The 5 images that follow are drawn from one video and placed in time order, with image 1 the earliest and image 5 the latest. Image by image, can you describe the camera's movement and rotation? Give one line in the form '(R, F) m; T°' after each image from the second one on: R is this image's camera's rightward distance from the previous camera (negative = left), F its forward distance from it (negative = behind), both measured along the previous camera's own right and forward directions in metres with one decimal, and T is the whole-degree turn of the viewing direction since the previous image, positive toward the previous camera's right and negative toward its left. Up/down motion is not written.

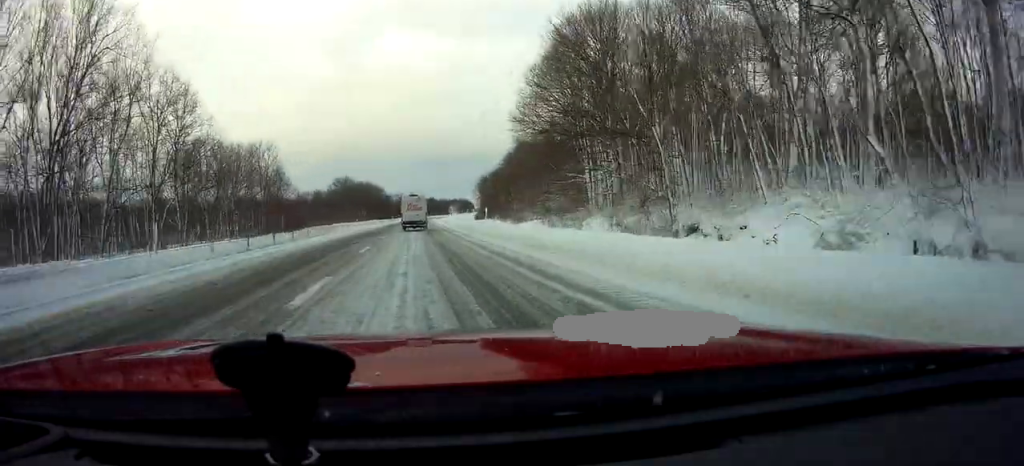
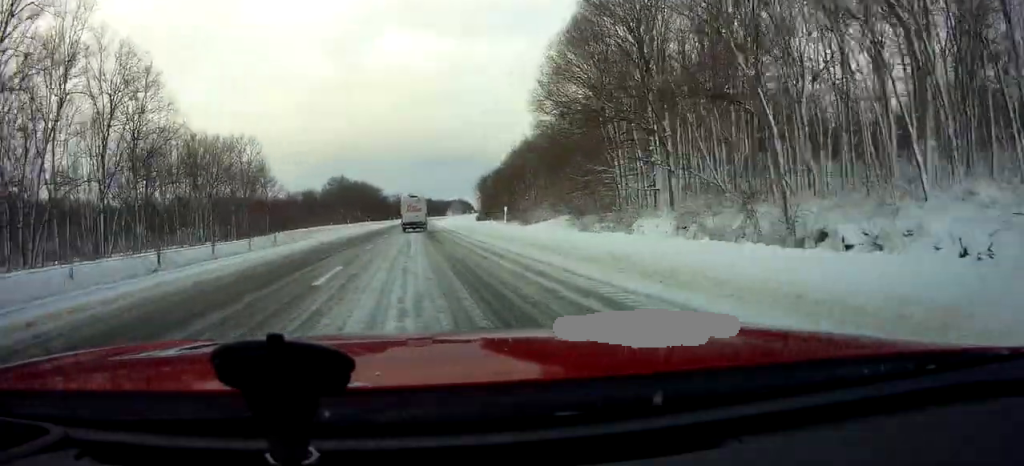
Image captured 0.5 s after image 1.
(+0.1, +9.4) m; +1°
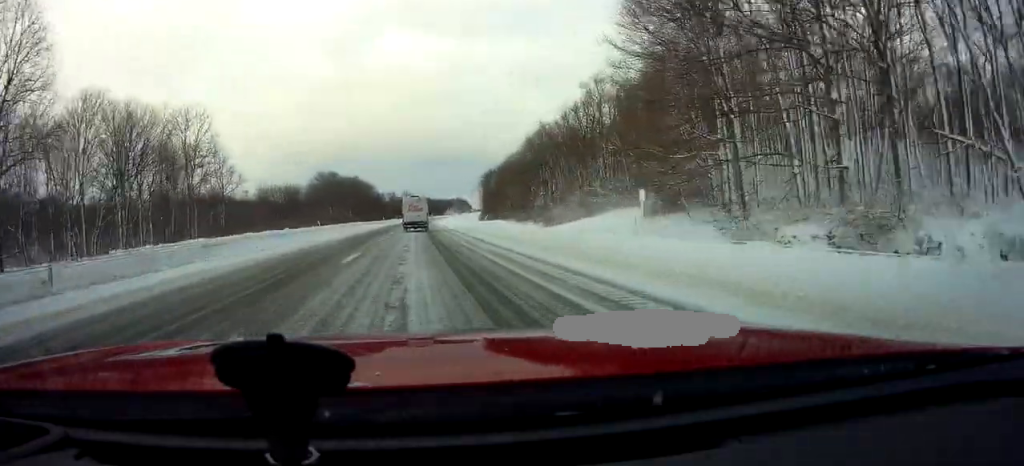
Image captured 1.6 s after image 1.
(+0.3, +20.1) m; 0°
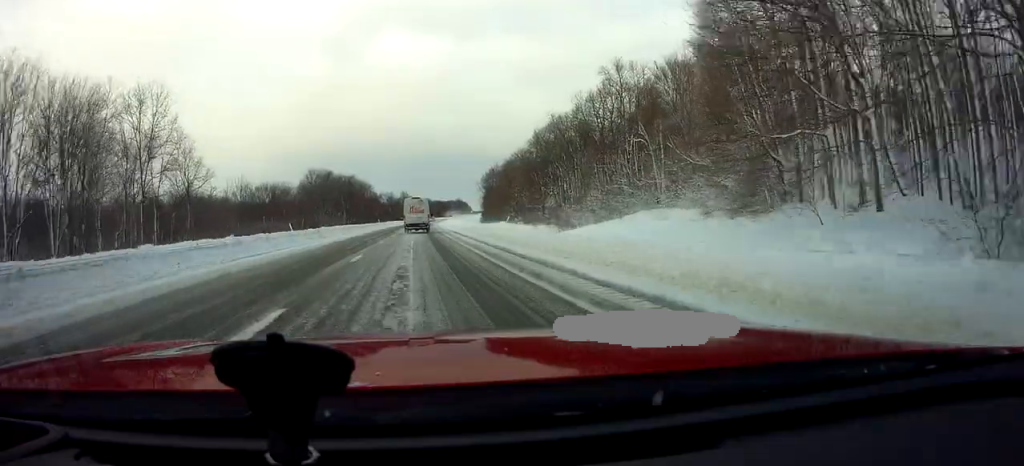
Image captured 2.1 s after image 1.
(+0.1, +10.7) m; -1°
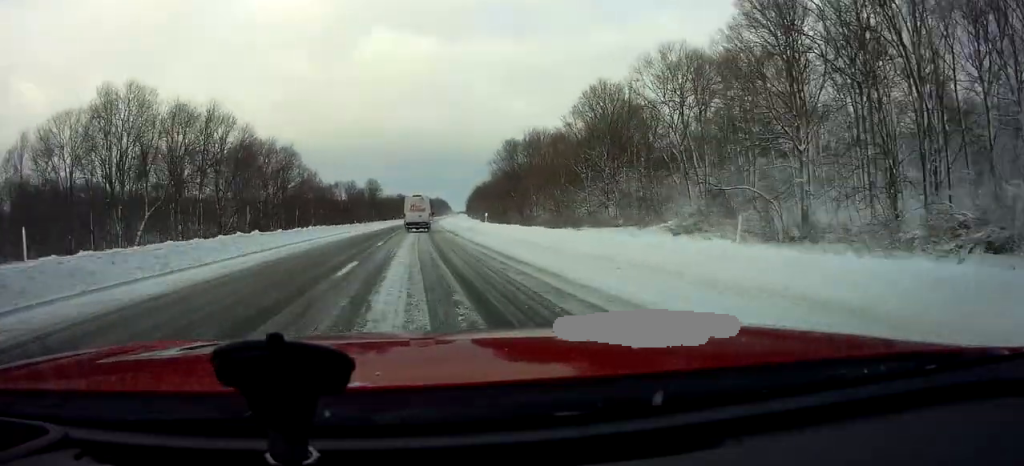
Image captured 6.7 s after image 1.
(+1.3, +89.0) m; +3°
